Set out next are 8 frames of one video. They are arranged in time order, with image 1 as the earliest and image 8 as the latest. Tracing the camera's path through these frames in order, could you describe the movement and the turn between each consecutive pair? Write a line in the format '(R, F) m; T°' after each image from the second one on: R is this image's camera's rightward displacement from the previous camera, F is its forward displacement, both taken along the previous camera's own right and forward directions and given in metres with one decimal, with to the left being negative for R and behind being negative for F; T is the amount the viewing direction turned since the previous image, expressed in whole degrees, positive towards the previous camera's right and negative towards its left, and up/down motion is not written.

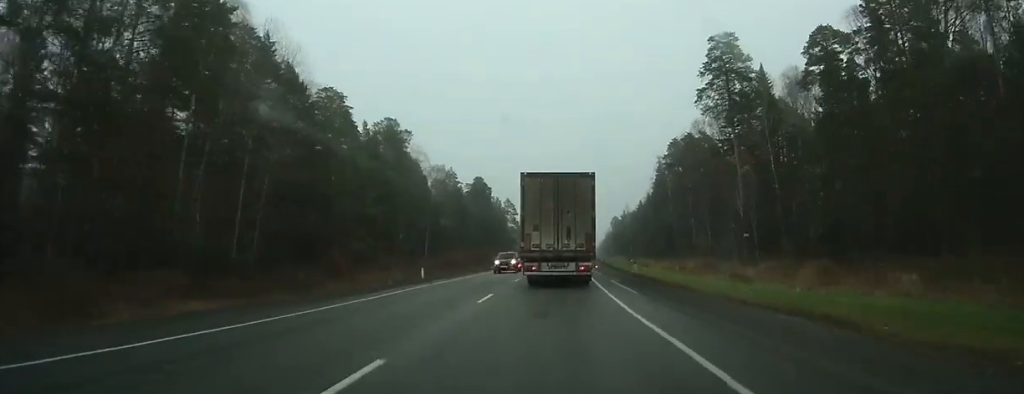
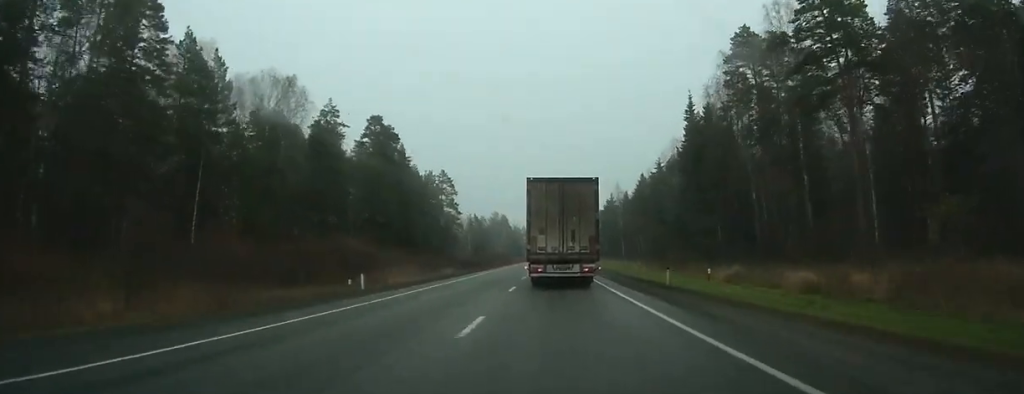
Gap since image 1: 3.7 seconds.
(+1.4, +79.0) m; +2°
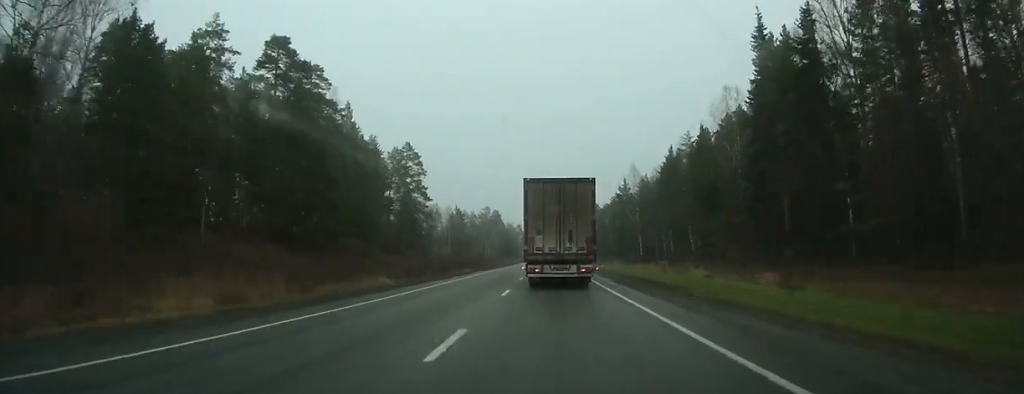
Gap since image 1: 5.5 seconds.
(+0.4, +38.1) m; +1°
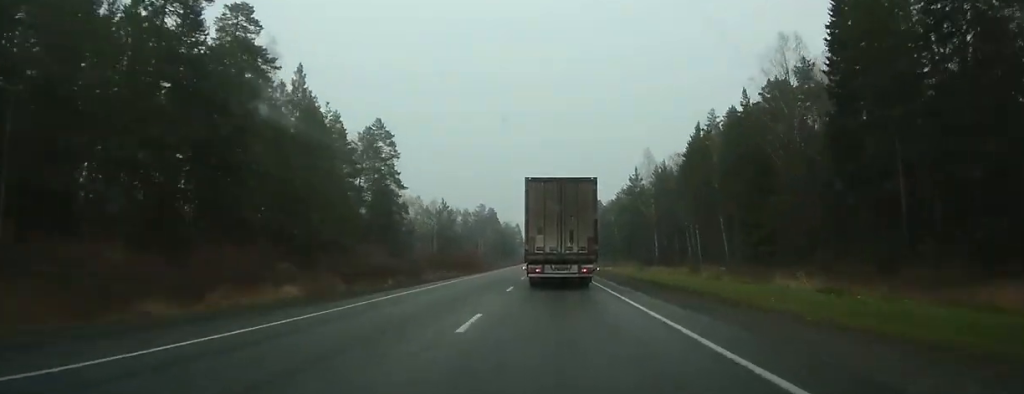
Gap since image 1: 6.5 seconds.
(+0.2, +21.2) m; +1°
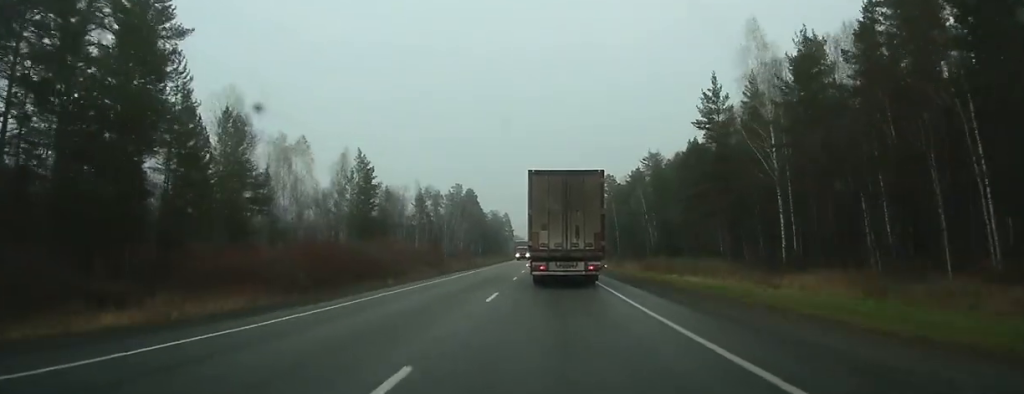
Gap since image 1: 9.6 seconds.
(+0.5, +65.5) m; +1°
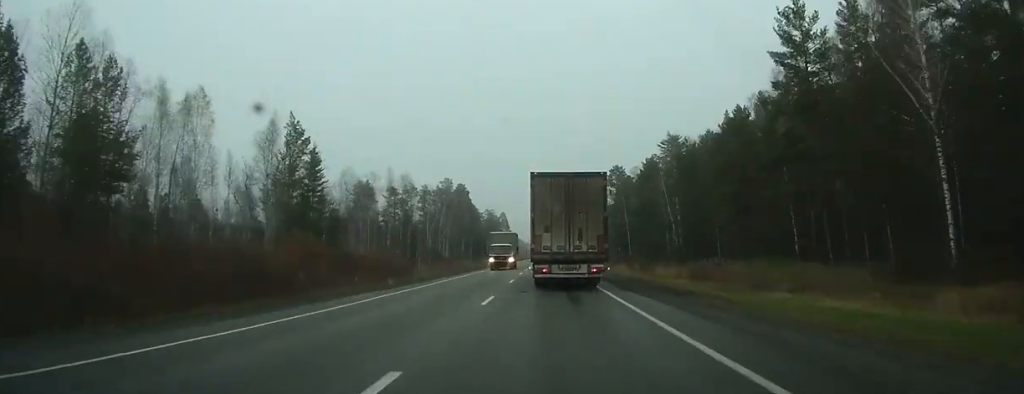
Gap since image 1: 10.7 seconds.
(-0.1, +24.3) m; 0°
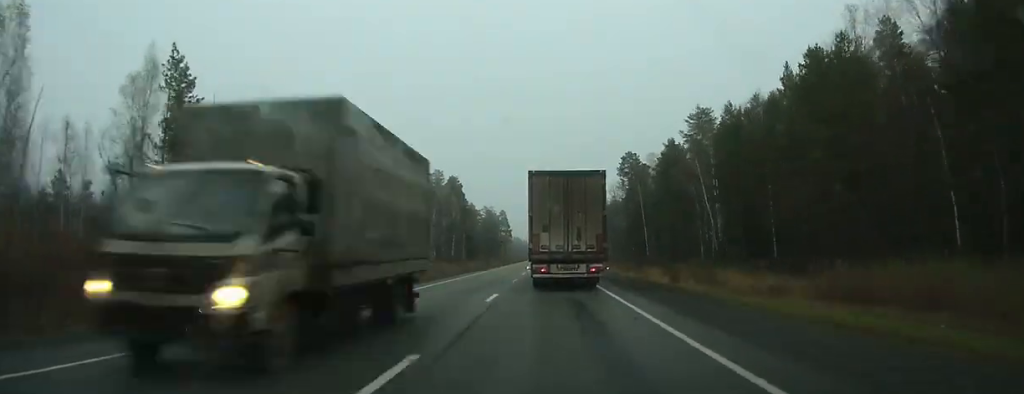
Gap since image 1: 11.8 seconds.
(+0.1, +23.0) m; 0°
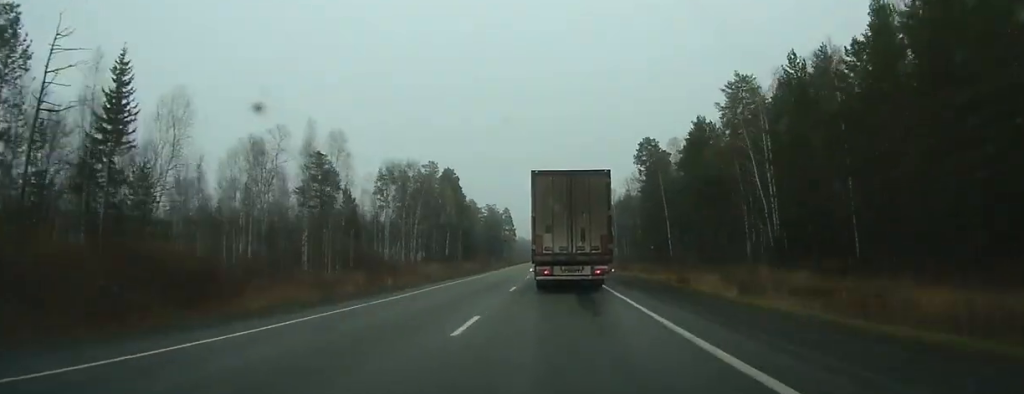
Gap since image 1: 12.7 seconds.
(+0.1, +18.7) m; 0°
